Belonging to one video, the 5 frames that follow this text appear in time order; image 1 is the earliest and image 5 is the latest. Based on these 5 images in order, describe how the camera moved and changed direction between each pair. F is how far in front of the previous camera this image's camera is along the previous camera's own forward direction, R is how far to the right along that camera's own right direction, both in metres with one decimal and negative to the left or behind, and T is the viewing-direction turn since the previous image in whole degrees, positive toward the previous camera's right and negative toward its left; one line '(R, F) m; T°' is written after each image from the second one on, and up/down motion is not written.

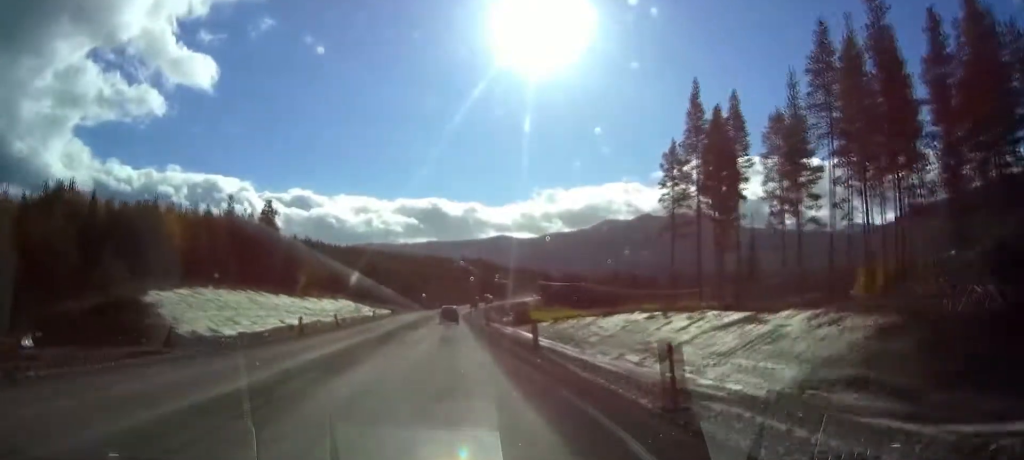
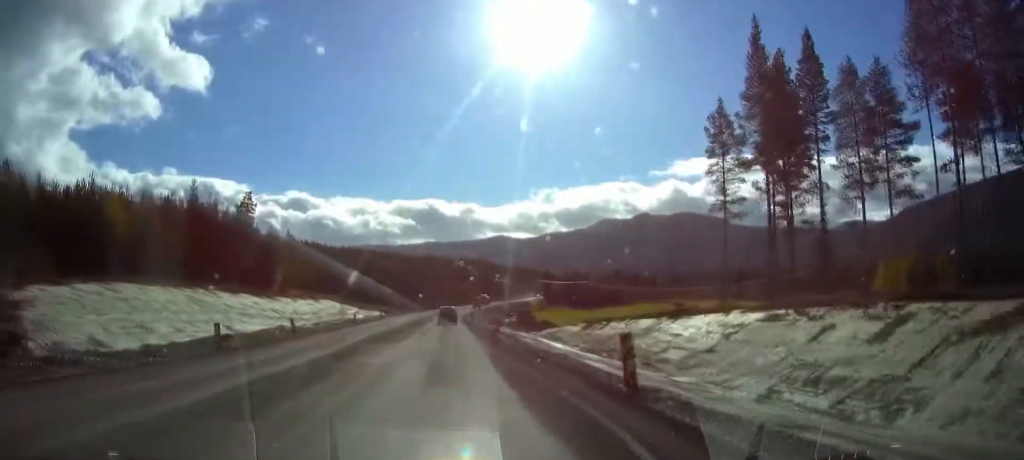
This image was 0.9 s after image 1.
(+0.1, +13.7) m; 0°
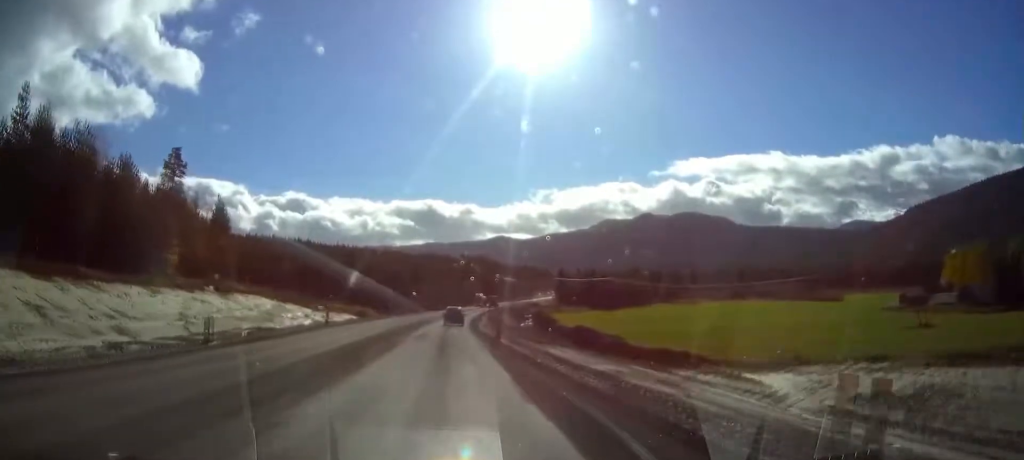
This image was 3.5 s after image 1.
(+0.1, +39.0) m; 0°
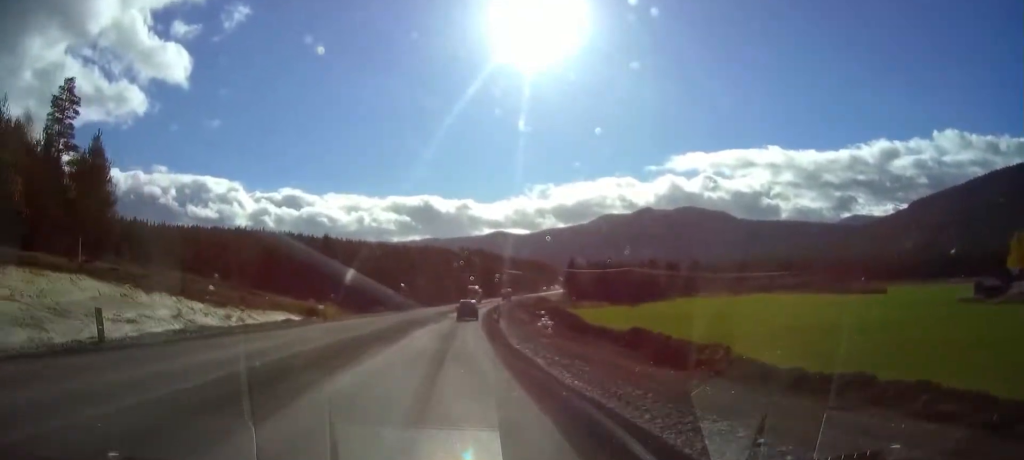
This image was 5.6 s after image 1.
(+0.2, +32.8) m; +1°
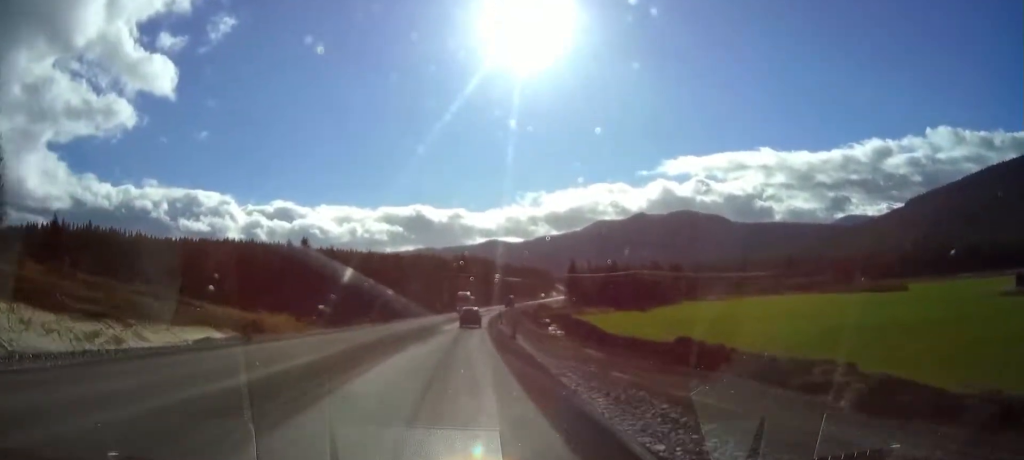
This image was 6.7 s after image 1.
(0.0, +17.0) m; +1°
